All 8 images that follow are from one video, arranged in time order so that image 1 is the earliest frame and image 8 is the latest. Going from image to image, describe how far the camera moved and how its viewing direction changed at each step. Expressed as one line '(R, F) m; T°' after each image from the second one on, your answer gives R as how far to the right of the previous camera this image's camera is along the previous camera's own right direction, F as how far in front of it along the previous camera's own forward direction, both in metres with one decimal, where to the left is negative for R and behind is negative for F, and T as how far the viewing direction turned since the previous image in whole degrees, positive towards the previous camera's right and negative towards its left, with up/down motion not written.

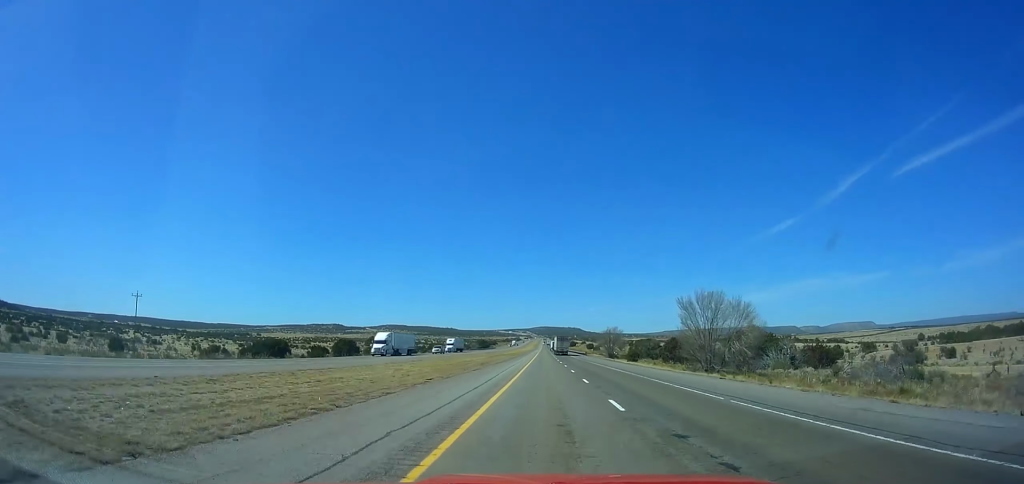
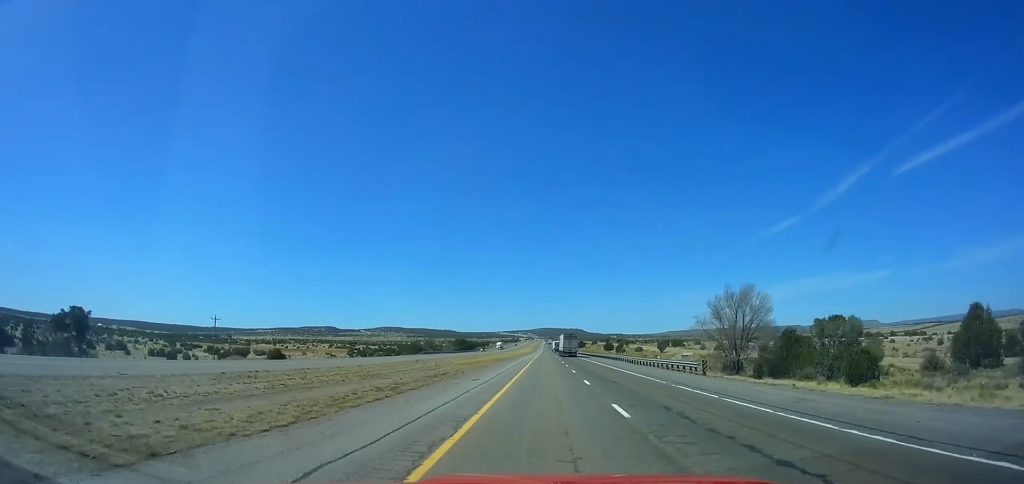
(-0.2, +99.0) m; 0°
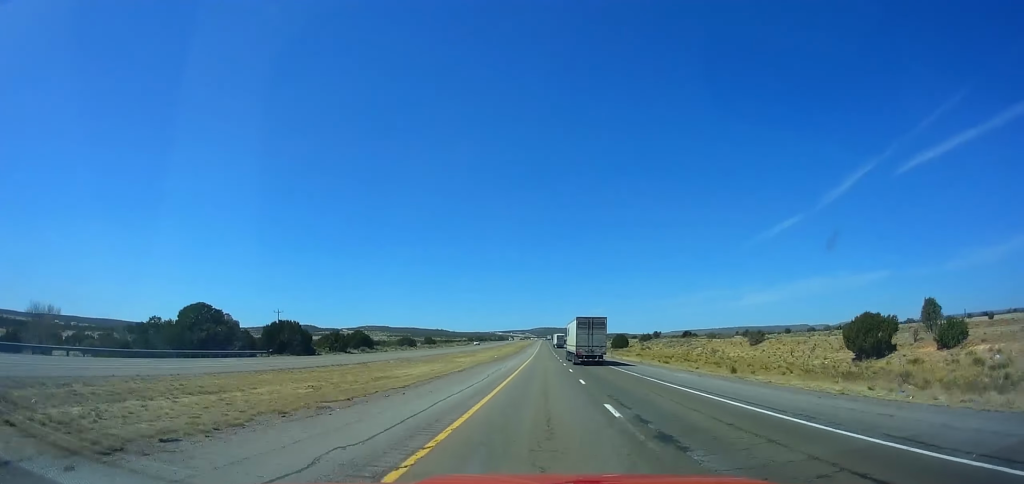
(-0.1, +219.6) m; 0°
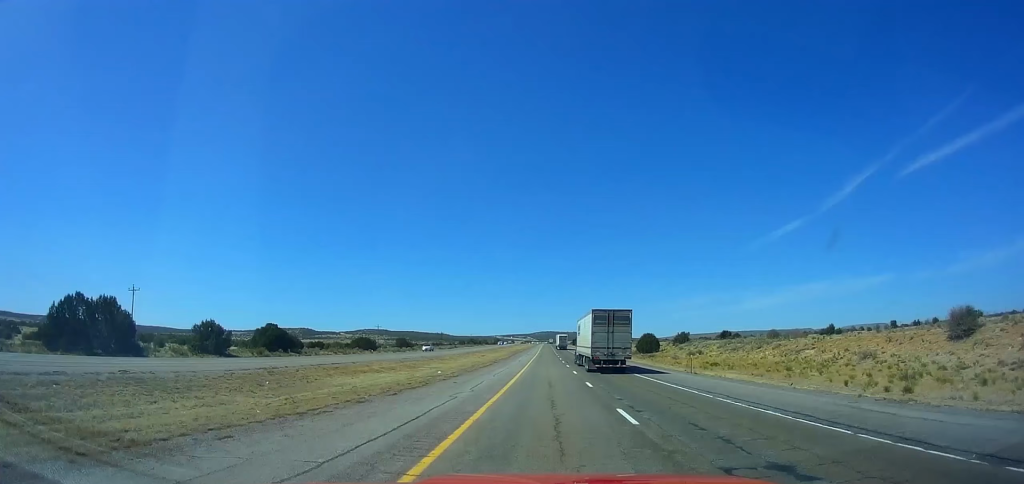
(-0.3, +49.5) m; 0°
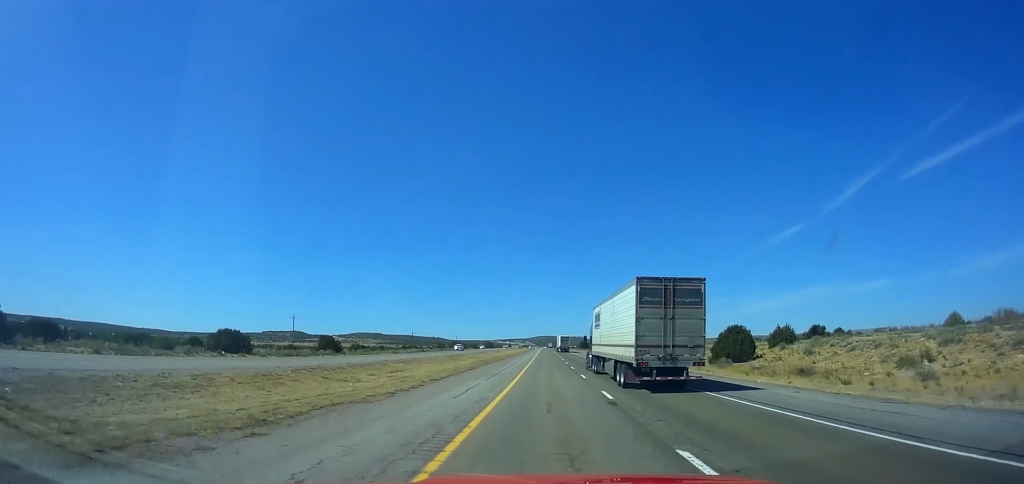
(-0.1, +67.1) m; 0°
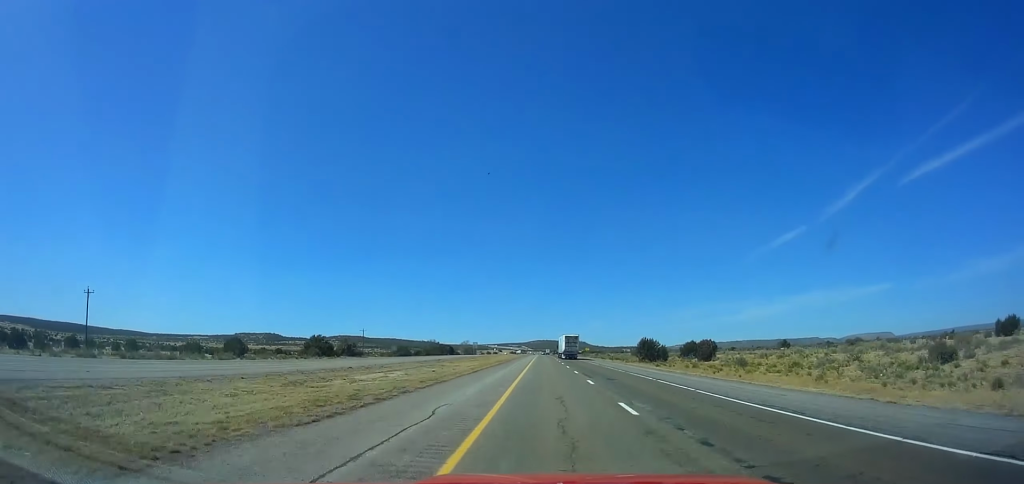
(+1.2, +186.9) m; 0°
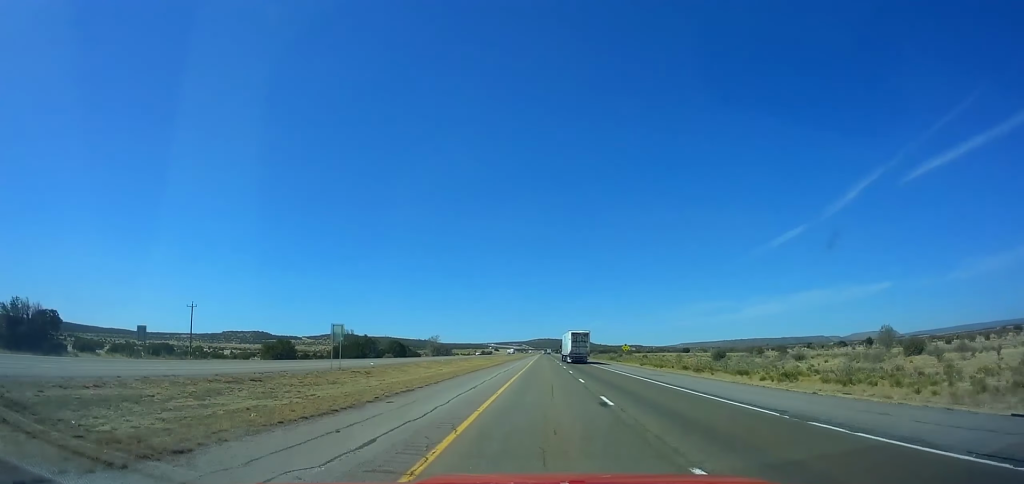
(-0.6, +95.0) m; 0°
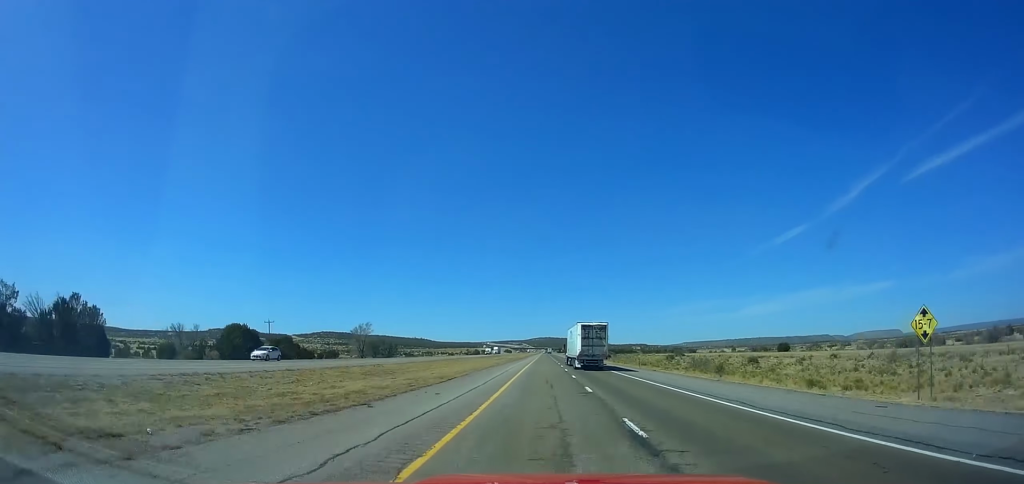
(+0.9, +91.4) m; 0°
